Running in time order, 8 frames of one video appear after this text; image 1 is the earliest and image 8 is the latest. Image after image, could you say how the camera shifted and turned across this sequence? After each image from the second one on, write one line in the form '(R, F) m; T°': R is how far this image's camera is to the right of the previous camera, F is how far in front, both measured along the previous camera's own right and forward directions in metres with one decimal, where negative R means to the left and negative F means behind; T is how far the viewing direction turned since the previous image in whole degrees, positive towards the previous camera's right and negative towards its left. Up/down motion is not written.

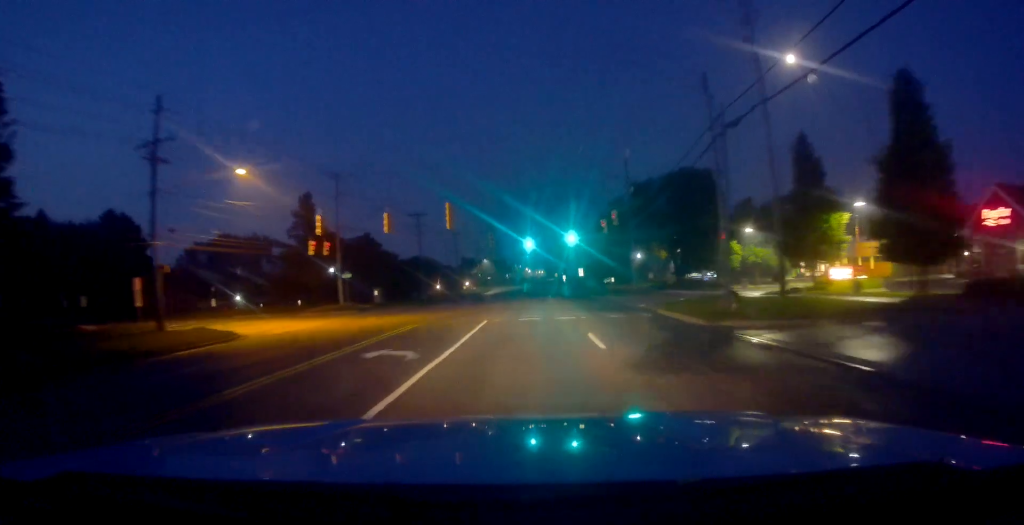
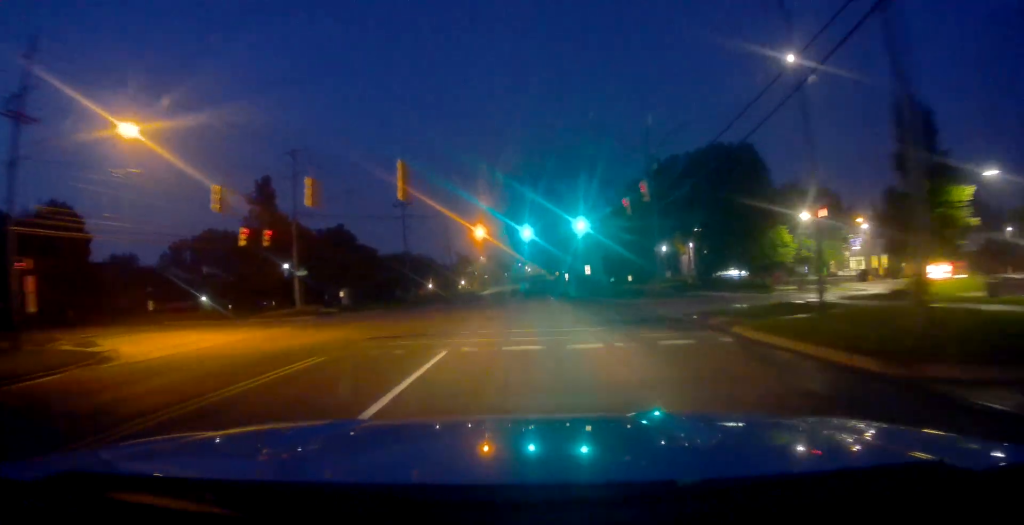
(-0.2, +11.1) m; 0°
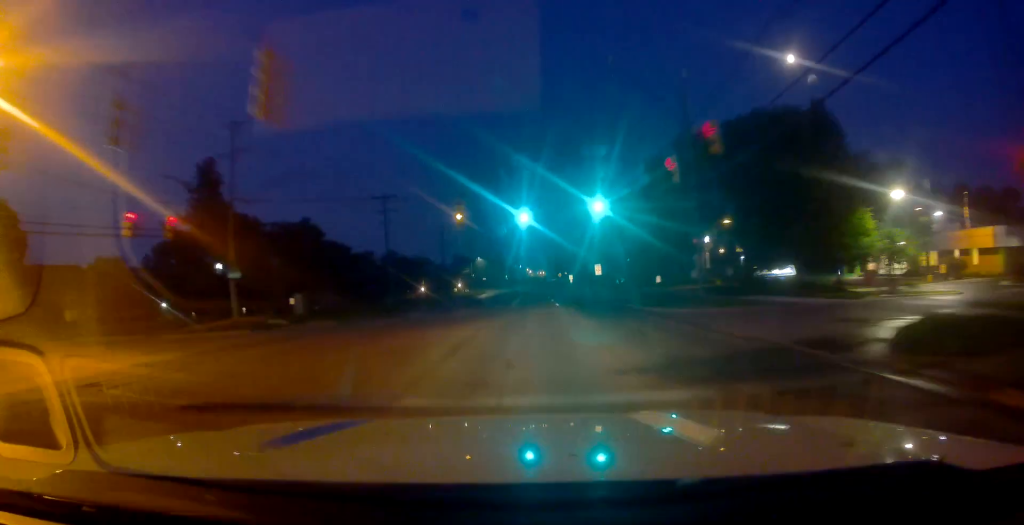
(-0.2, +11.1) m; 0°
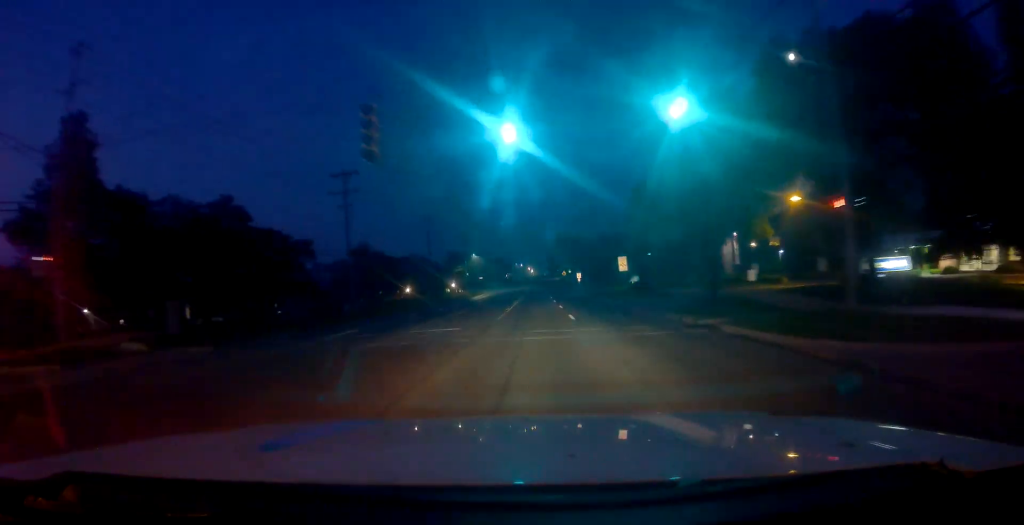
(+0.3, +16.7) m; -1°
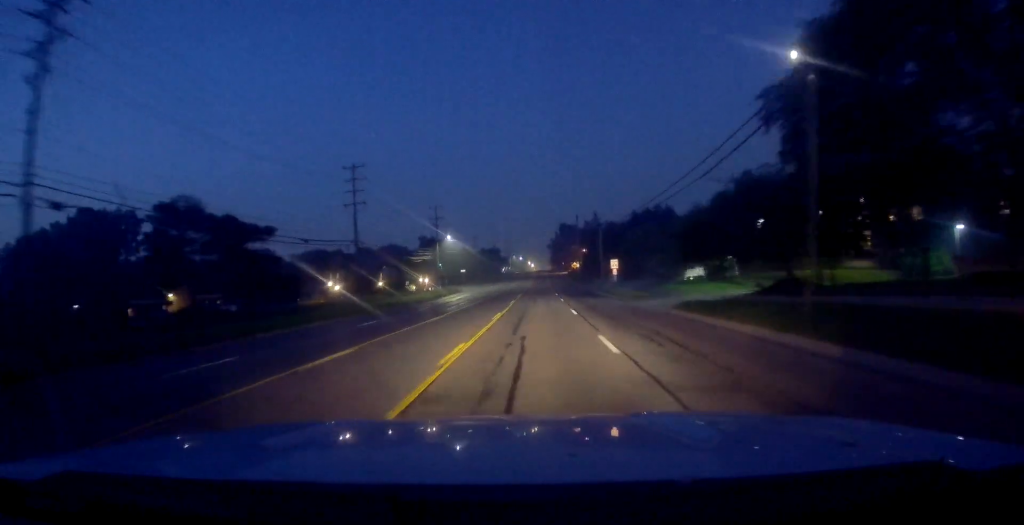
(-0.8, +41.7) m; +1°
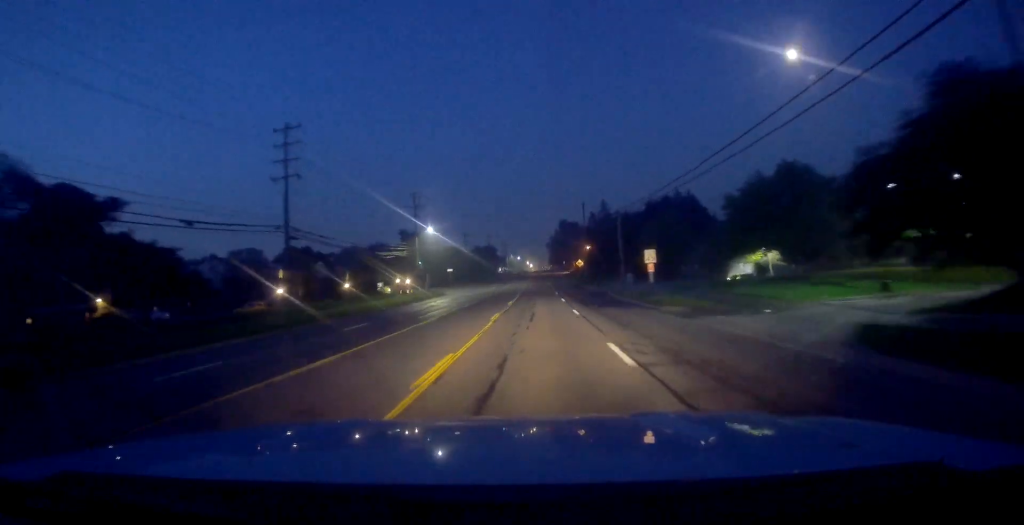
(+0.3, +16.8) m; 0°
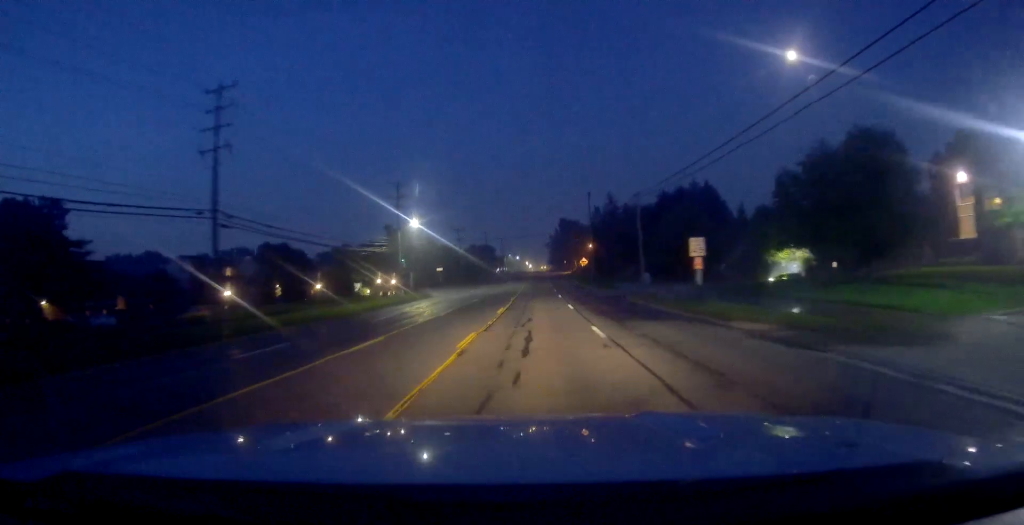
(+0.1, +10.5) m; 0°
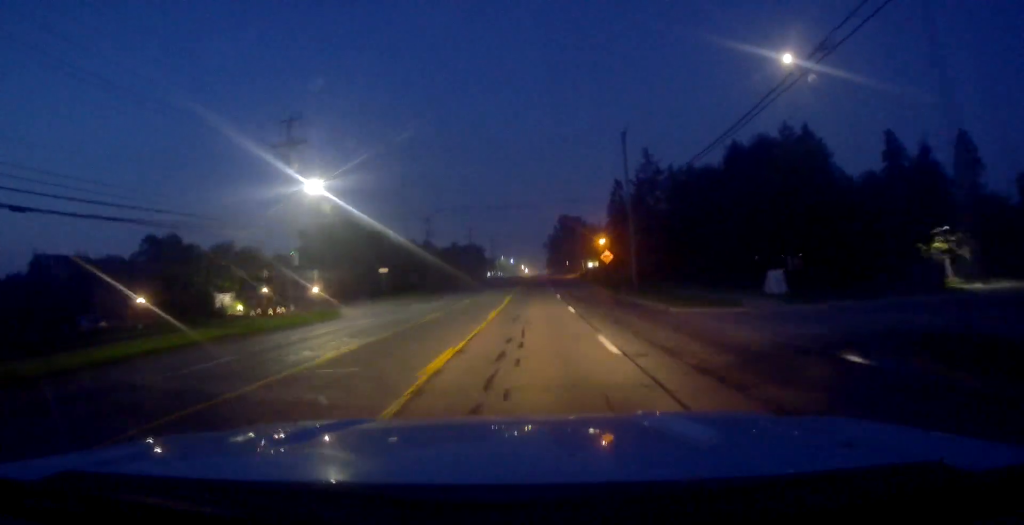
(-0.1, +33.9) m; 0°
